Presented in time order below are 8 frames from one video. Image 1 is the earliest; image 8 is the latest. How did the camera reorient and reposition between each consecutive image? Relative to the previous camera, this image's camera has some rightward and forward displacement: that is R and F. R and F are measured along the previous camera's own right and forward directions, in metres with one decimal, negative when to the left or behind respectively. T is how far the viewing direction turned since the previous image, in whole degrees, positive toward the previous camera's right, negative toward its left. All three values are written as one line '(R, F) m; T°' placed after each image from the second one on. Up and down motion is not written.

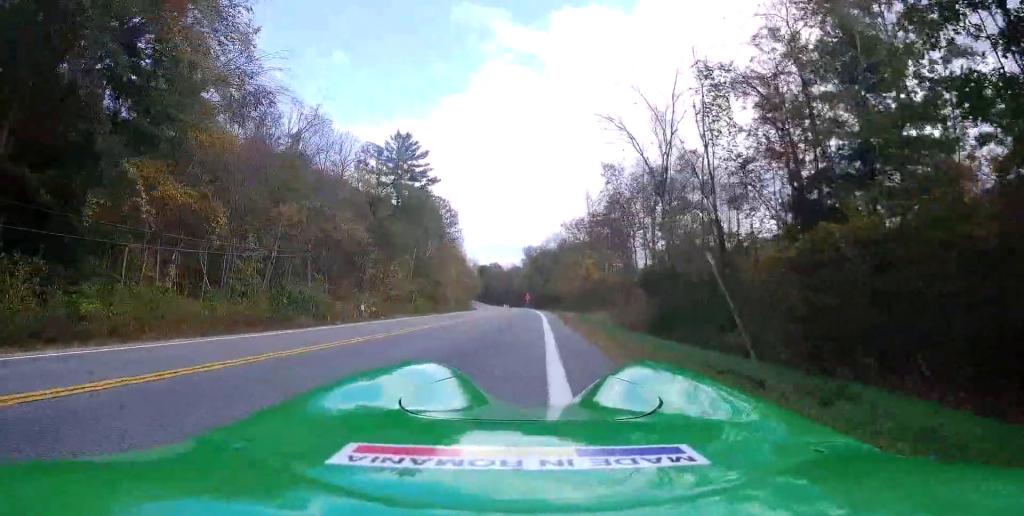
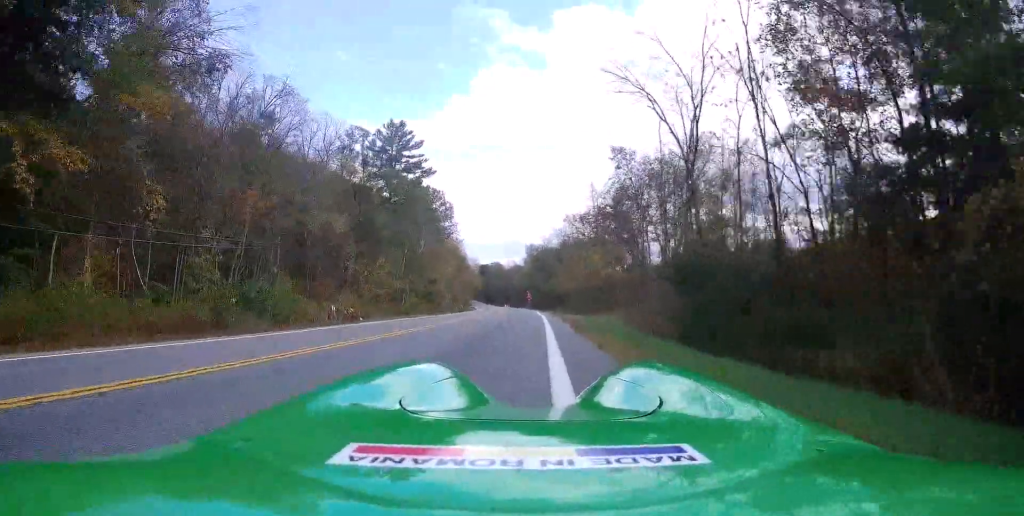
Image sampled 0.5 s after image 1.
(-0.2, +5.9) m; 0°
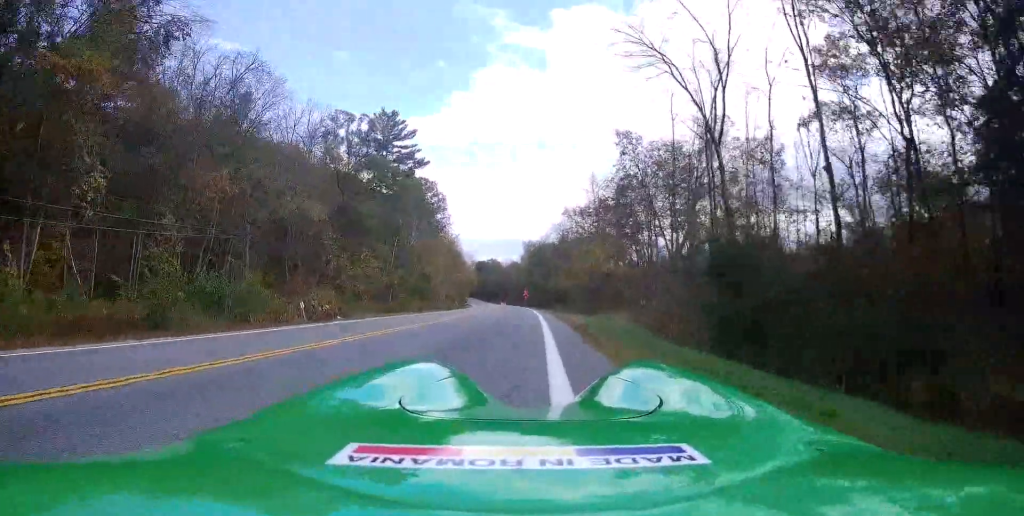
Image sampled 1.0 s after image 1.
(+0.1, +4.5) m; +2°
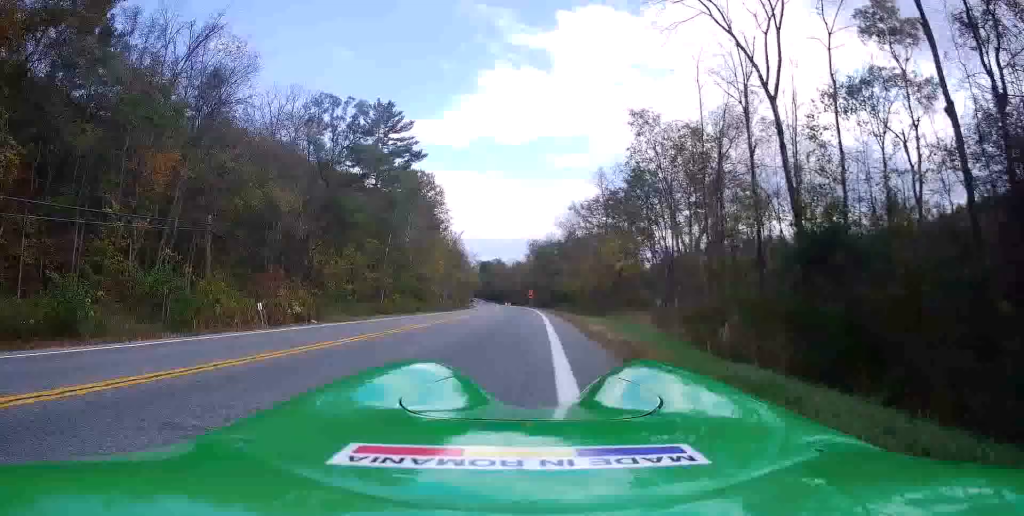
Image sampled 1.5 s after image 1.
(0.0, +5.4) m; +2°
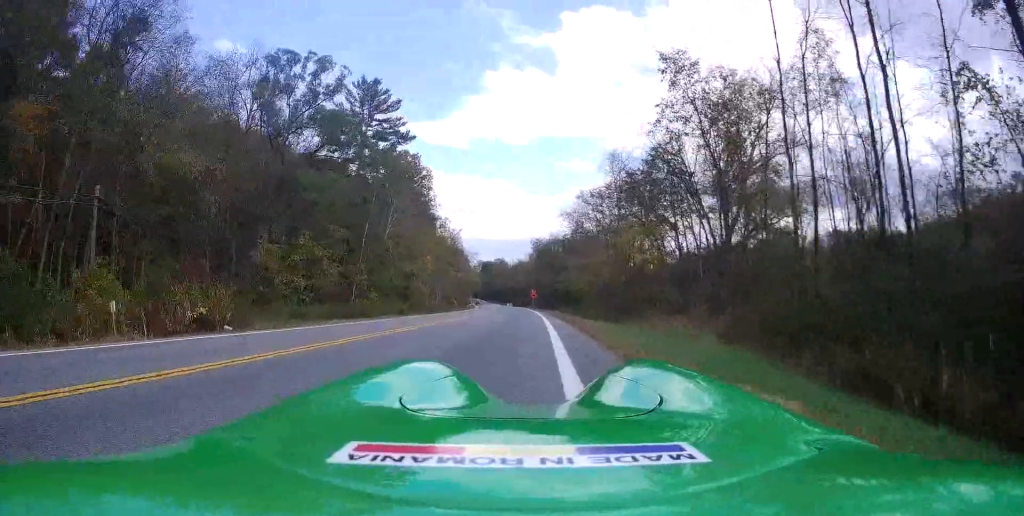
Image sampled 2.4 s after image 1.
(+0.5, +9.9) m; -3°
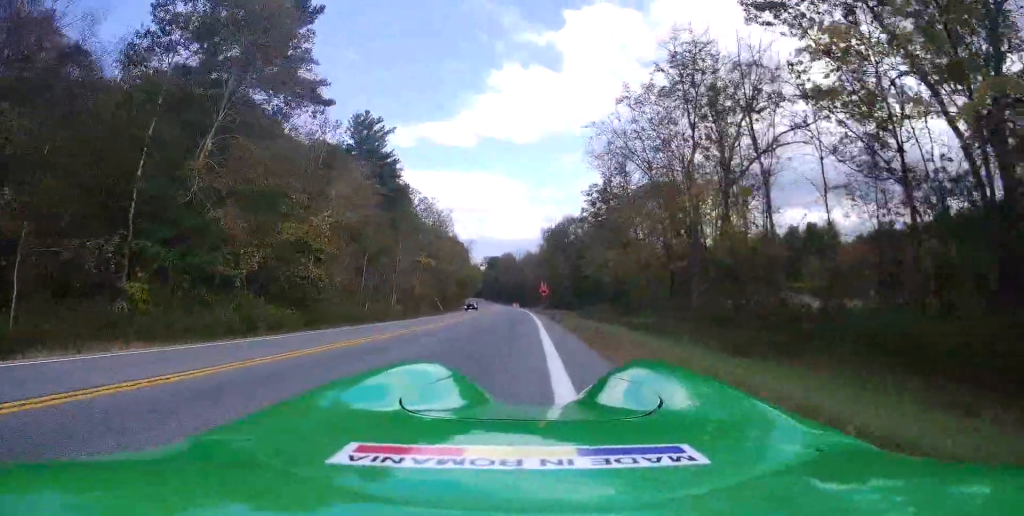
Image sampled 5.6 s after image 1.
(-1.5, +34.0) m; -1°
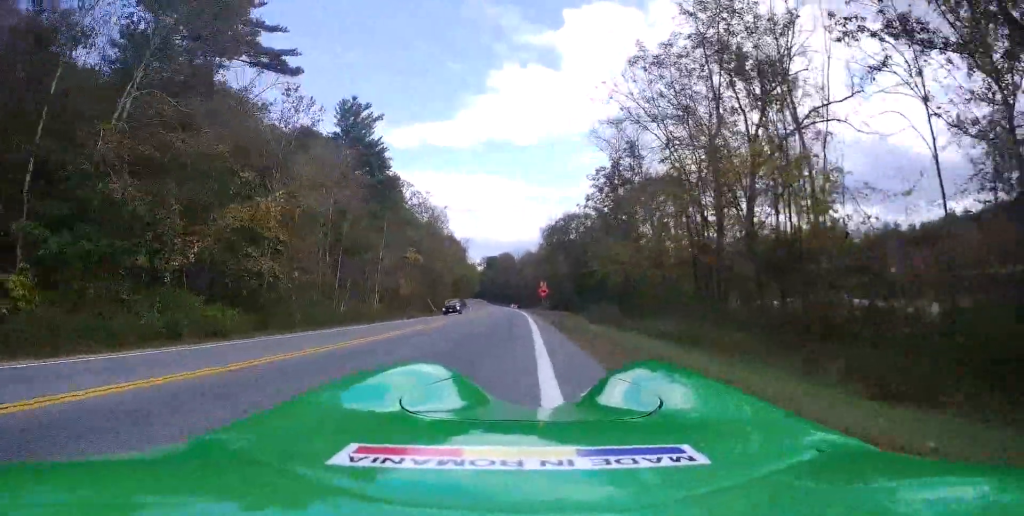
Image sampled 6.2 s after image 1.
(0.0, +6.1) m; -1°
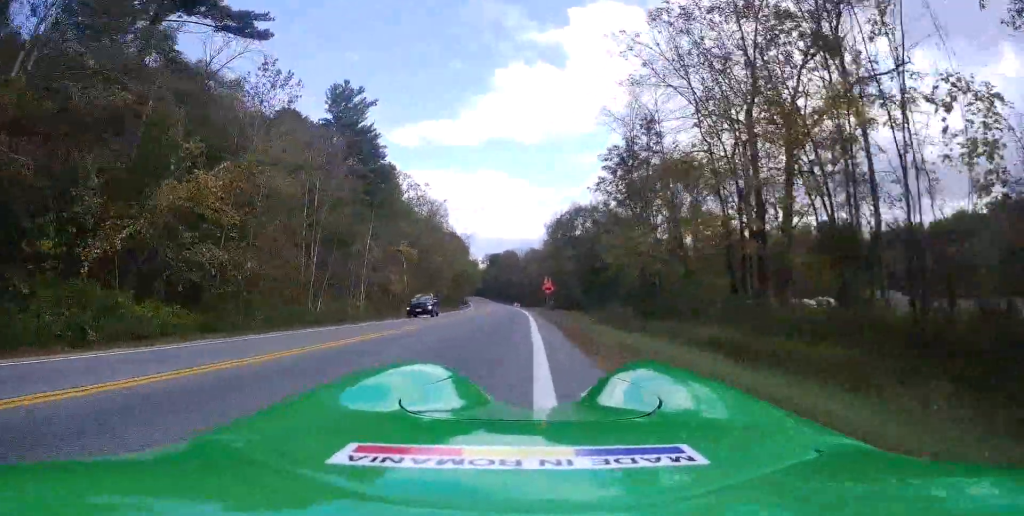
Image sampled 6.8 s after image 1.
(-0.1, +5.7) m; 0°
